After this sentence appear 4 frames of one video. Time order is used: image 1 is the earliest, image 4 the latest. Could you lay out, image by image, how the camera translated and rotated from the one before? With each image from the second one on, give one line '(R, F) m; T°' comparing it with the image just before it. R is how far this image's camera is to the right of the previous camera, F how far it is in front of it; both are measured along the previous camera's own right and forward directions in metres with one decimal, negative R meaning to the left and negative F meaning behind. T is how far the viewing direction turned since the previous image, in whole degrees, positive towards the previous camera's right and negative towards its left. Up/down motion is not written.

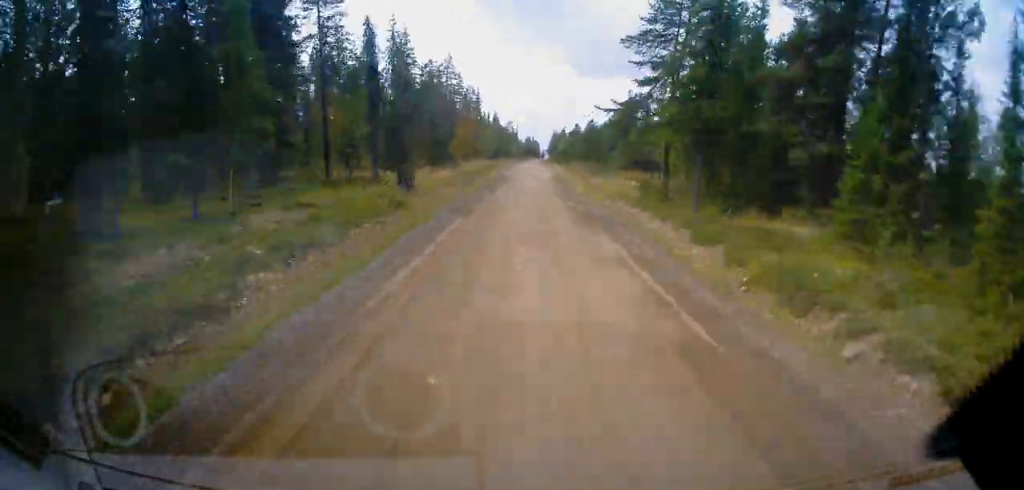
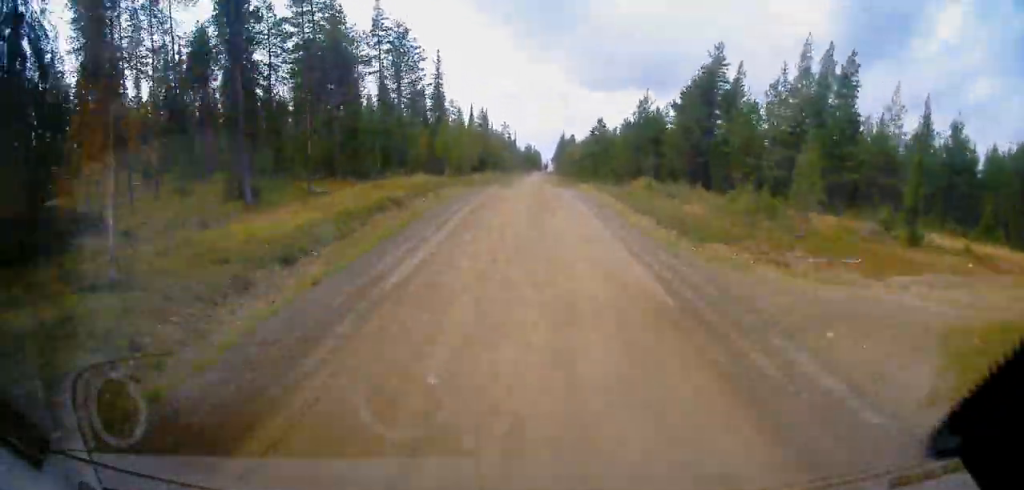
(+5.5, +55.1) m; +6°
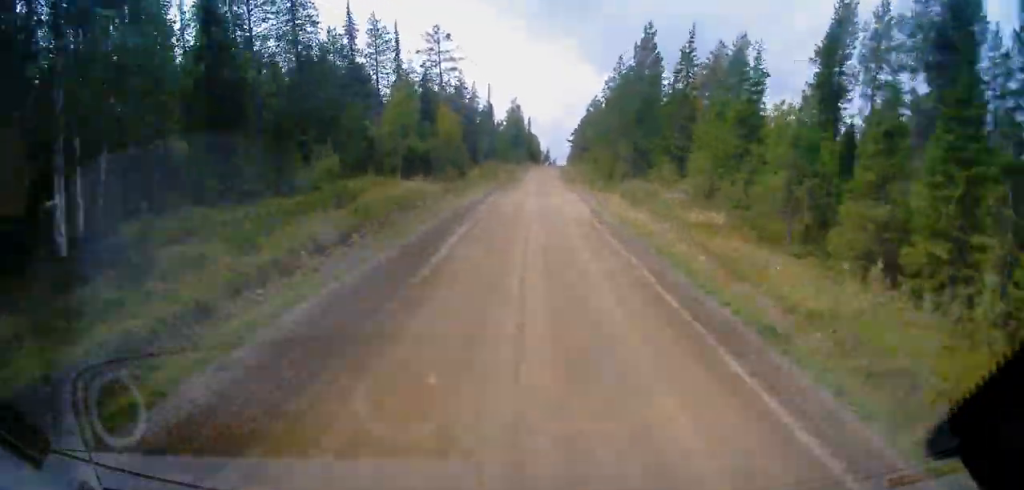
(+2.9, +156.7) m; +3°
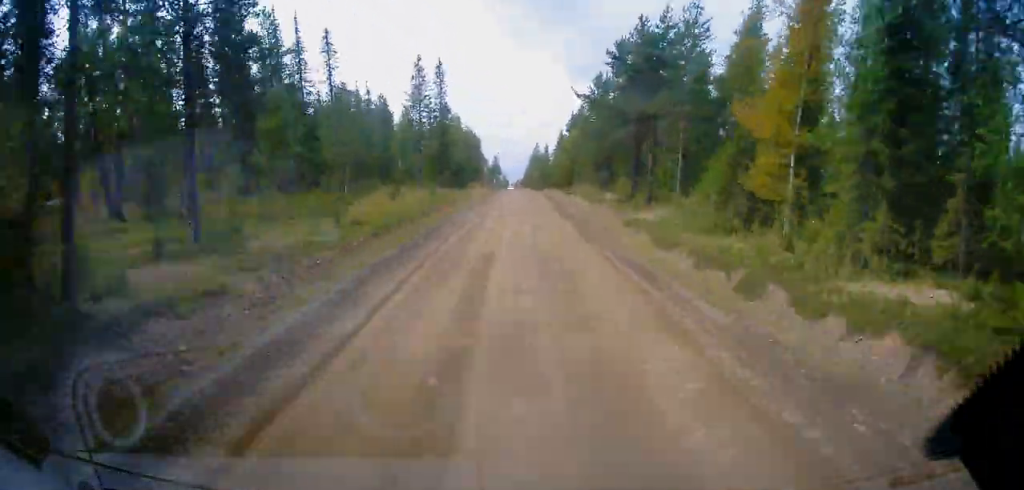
(+4.4, +105.1) m; 0°
